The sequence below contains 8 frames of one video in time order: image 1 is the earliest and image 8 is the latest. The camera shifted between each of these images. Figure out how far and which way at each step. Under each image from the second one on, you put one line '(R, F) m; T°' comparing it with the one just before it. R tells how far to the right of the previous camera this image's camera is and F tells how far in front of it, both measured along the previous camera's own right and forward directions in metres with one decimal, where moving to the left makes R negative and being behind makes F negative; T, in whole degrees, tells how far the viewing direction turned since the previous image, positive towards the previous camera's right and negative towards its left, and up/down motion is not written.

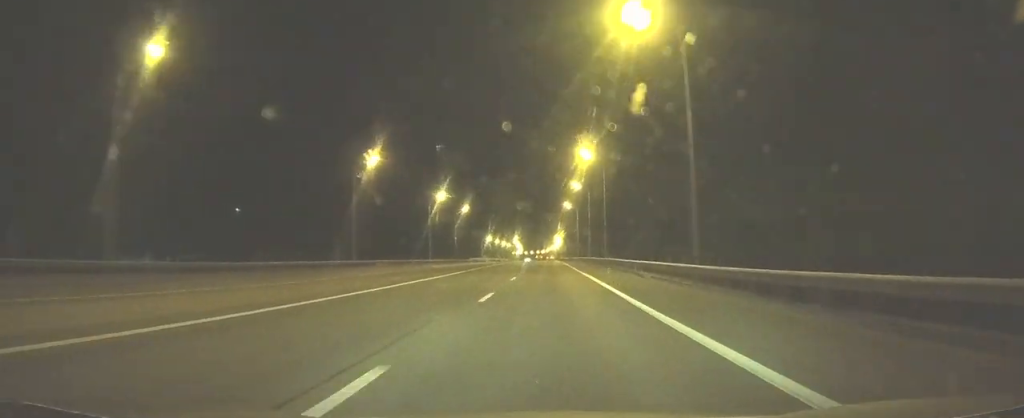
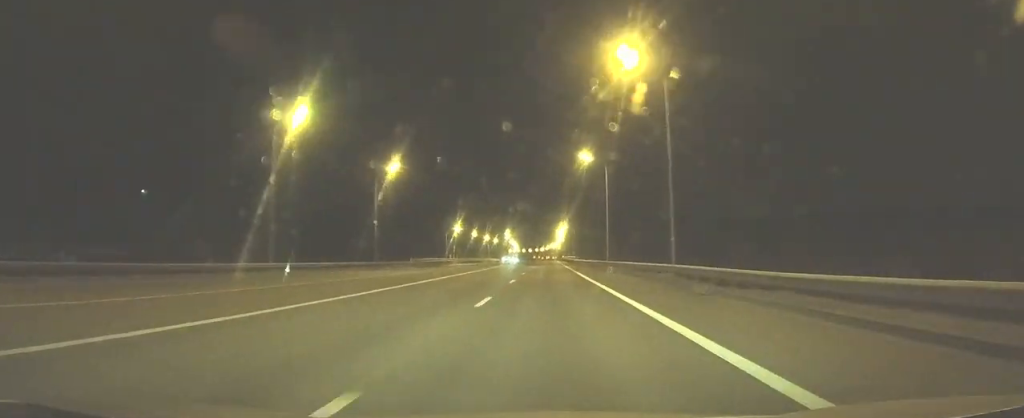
(+0.2, +60.1) m; 0°
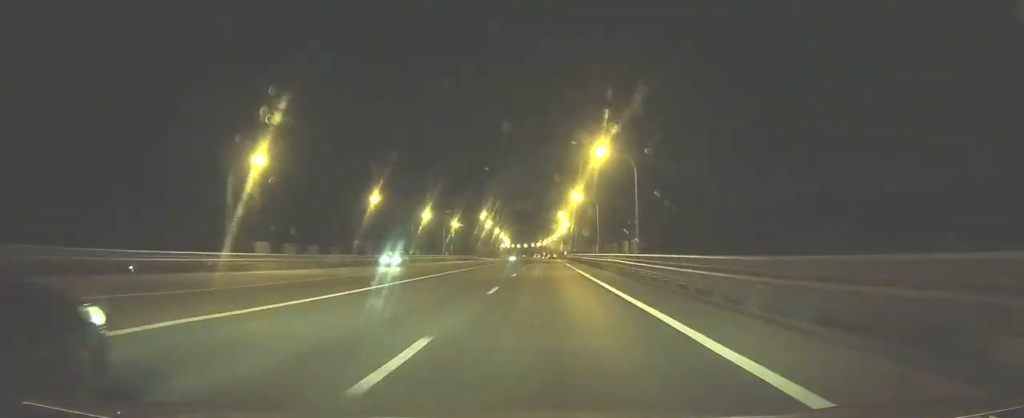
(-0.3, +80.0) m; 0°
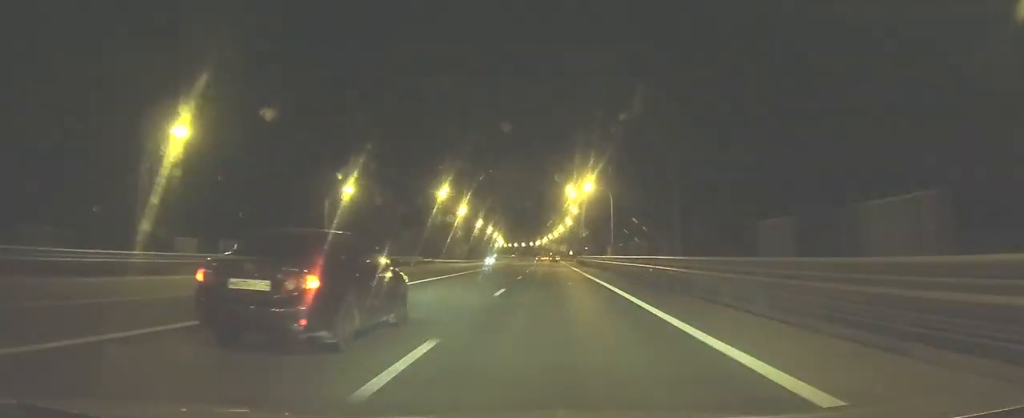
(+0.3, +60.2) m; 0°
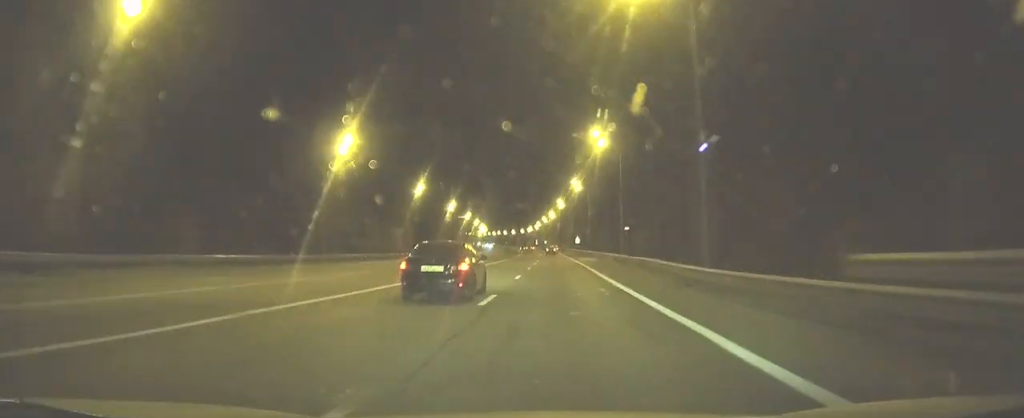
(+0.1, +76.2) m; 0°
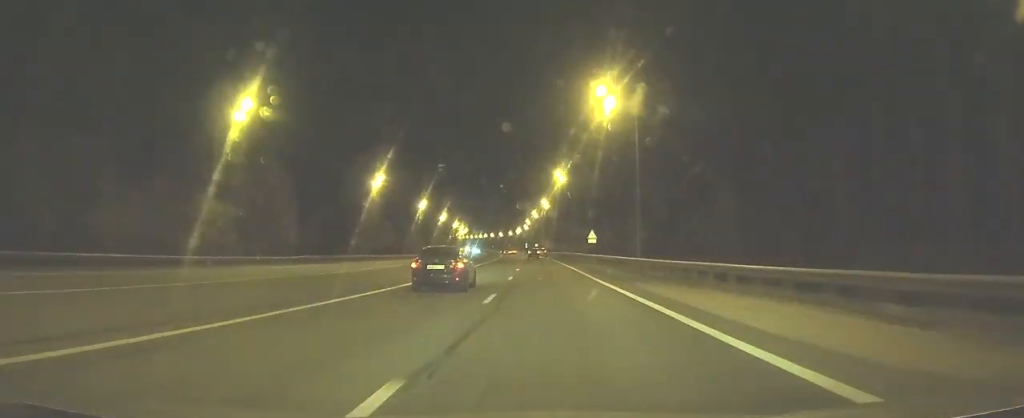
(-0.3, +58.7) m; -1°
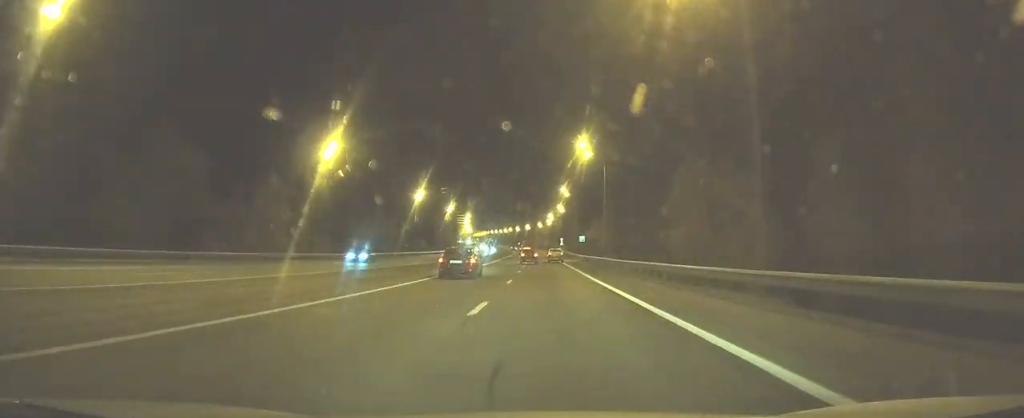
(-1.4, +110.0) m; -1°
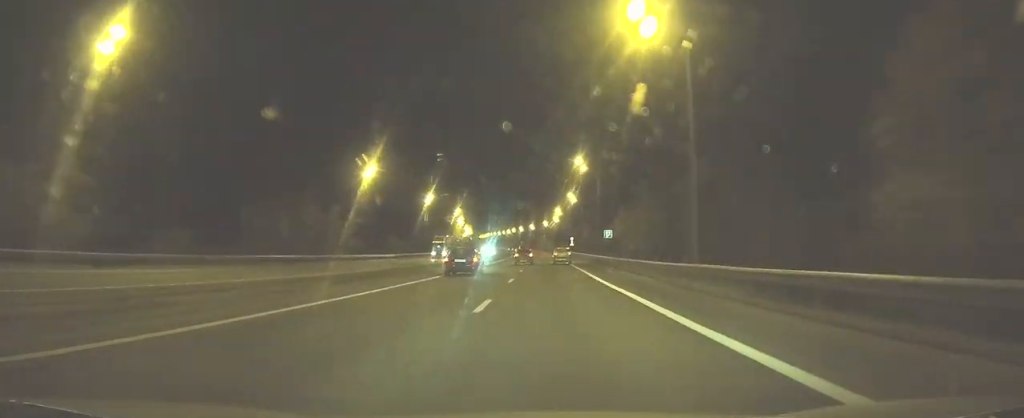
(-0.1, +35.7) m; -1°
